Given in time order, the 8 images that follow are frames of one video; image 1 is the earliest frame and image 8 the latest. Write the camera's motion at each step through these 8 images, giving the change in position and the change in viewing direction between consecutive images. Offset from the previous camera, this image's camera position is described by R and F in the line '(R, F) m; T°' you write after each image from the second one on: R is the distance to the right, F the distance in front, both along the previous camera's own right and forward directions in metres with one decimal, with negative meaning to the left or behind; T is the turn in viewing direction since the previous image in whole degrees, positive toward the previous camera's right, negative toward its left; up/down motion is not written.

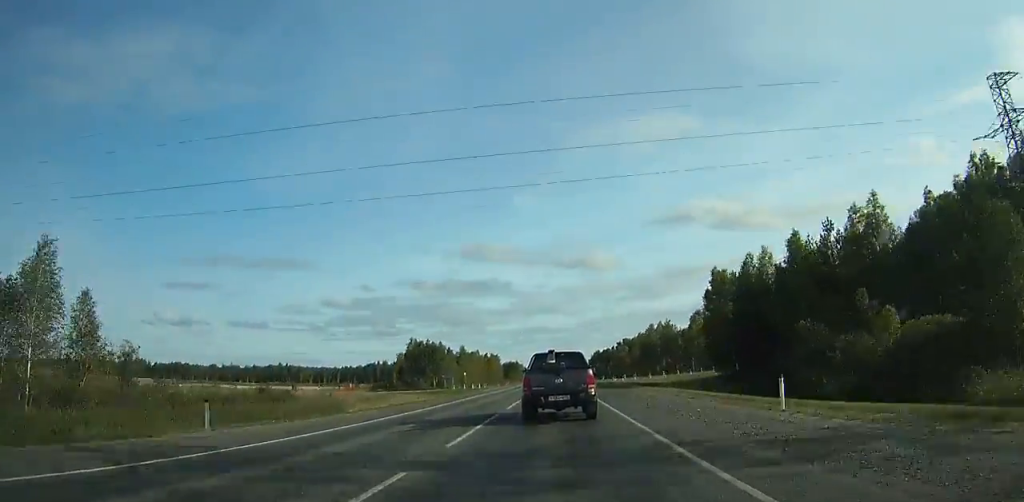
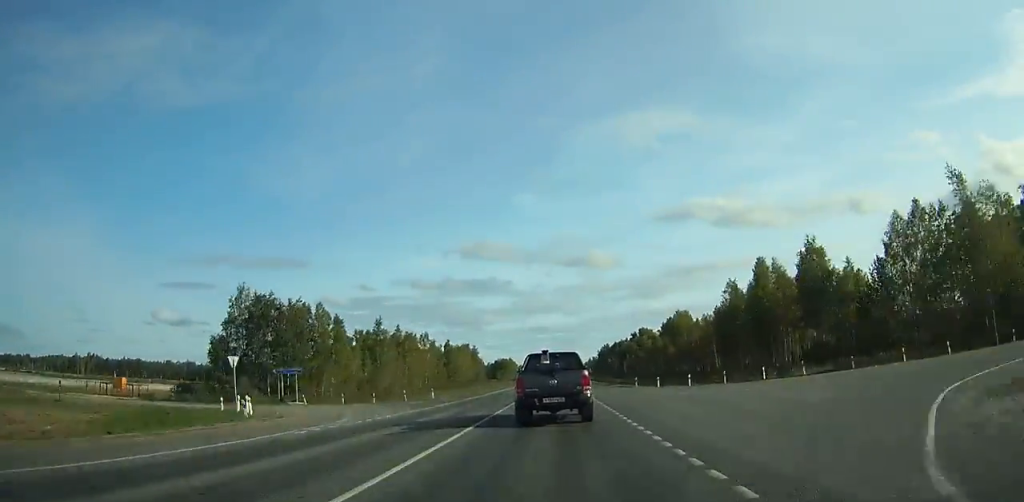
(+0.2, +82.1) m; 0°
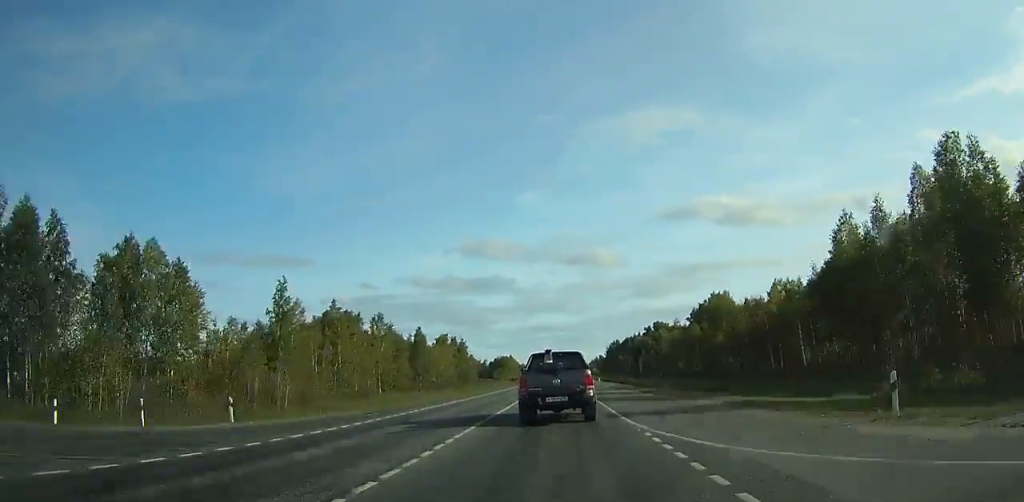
(0.0, +35.6) m; 0°
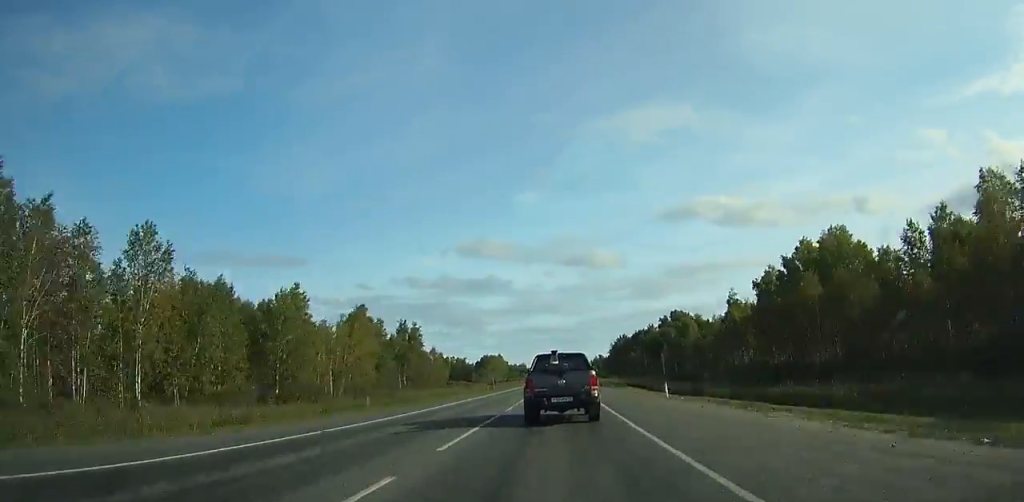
(-0.1, +56.1) m; 0°
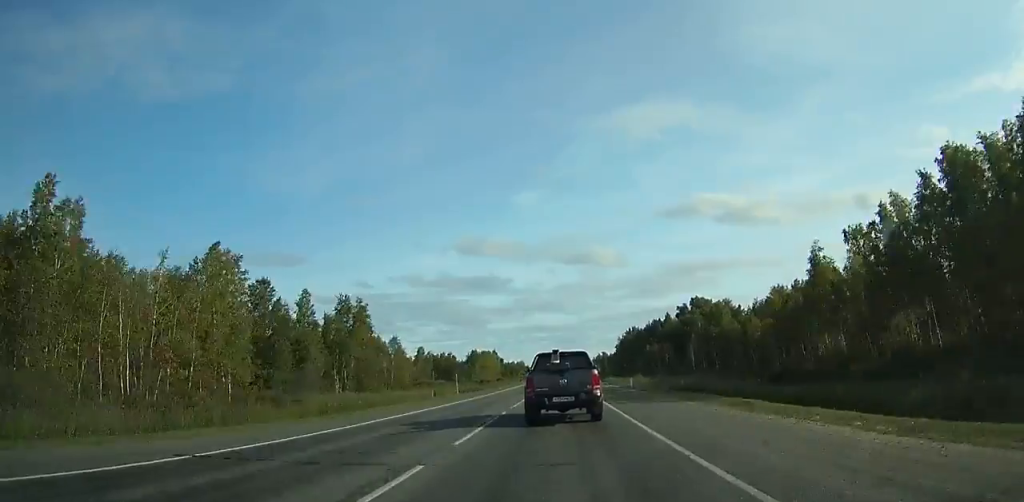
(+0.1, +35.3) m; 0°
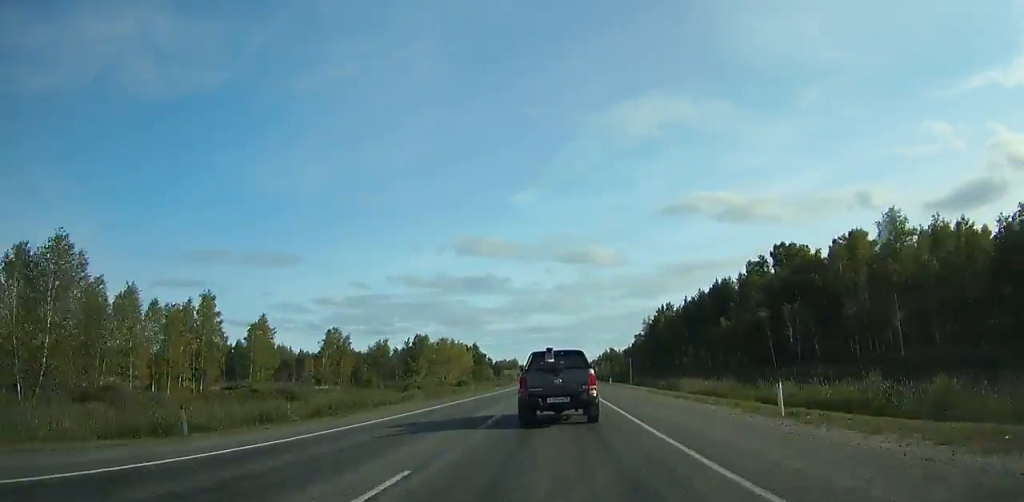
(+0.3, +80.5) m; +1°
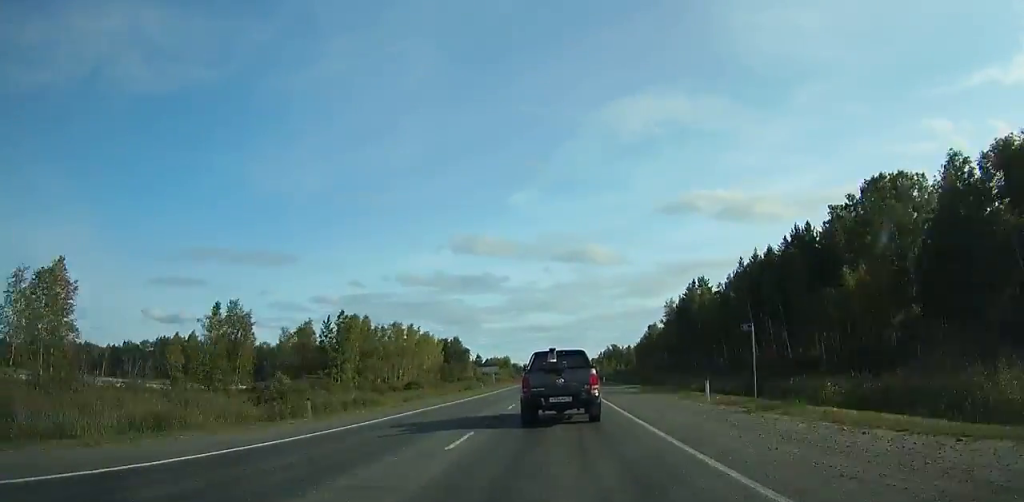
(+0.3, +43.2) m; 0°
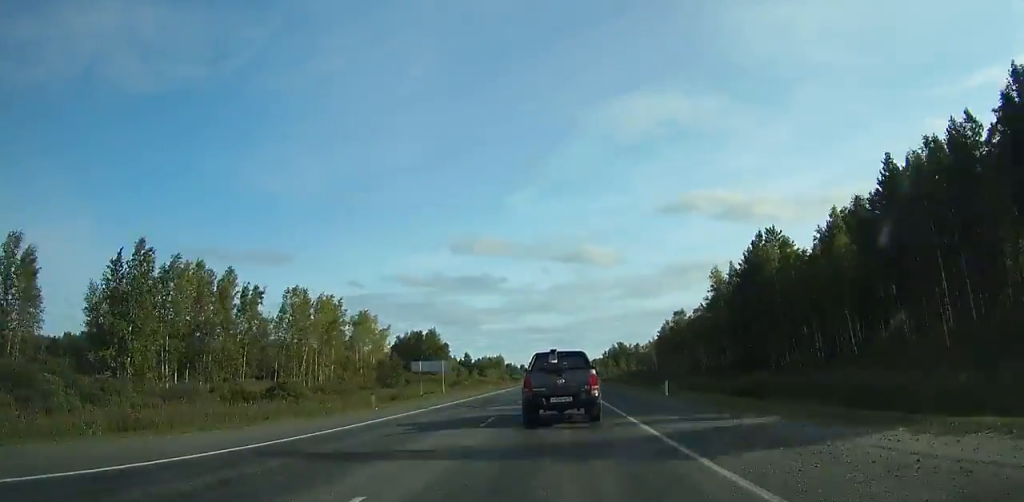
(0.0, +43.2) m; 0°
